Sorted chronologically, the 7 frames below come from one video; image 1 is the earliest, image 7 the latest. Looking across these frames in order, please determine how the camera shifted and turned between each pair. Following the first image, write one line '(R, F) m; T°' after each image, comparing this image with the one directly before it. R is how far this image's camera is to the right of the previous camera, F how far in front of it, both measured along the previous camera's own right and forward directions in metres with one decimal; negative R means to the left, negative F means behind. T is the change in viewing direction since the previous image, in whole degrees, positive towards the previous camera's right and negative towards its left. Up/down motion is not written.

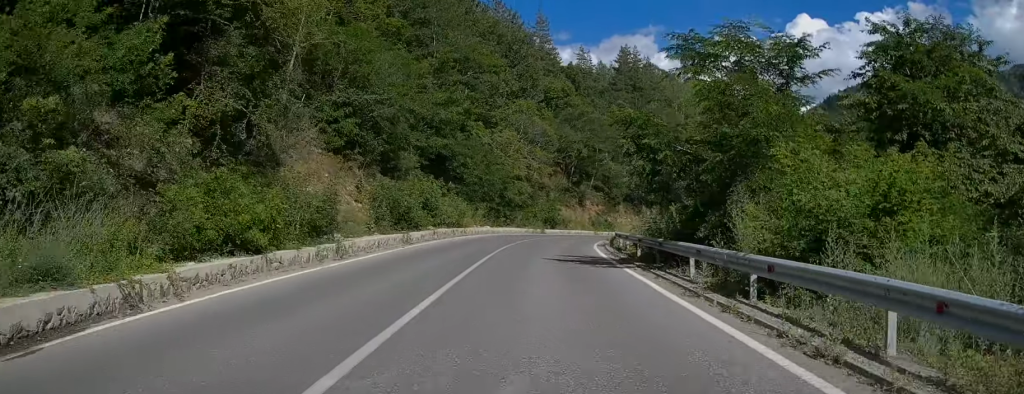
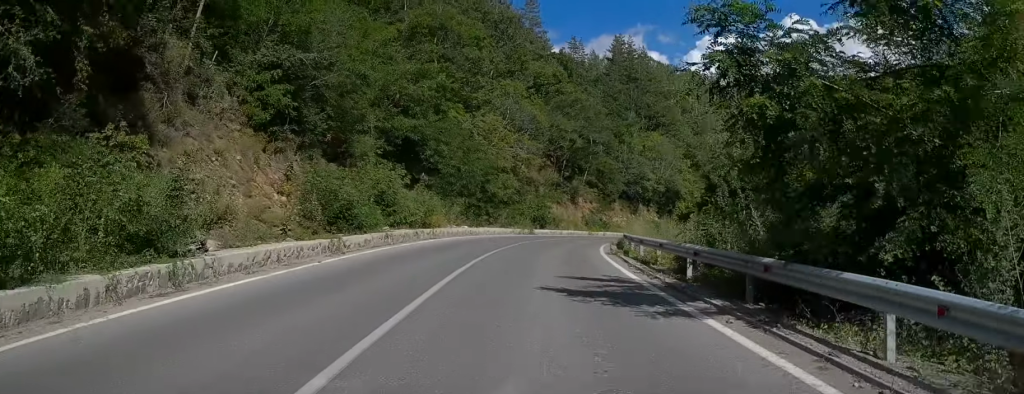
(-0.1, +8.2) m; +1°
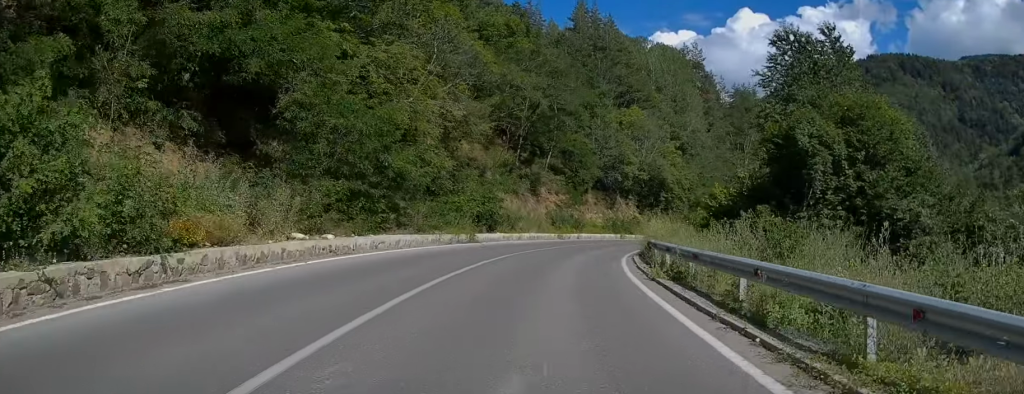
(+0.7, +20.4) m; +5°
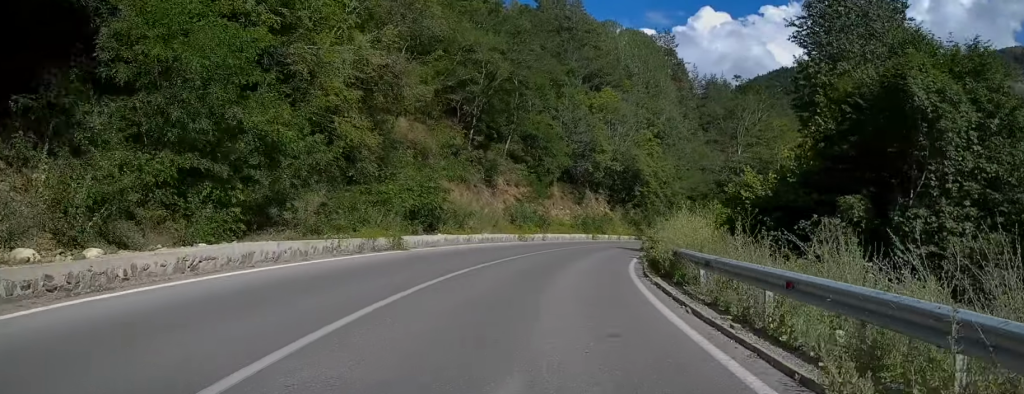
(+0.2, +9.7) m; +3°
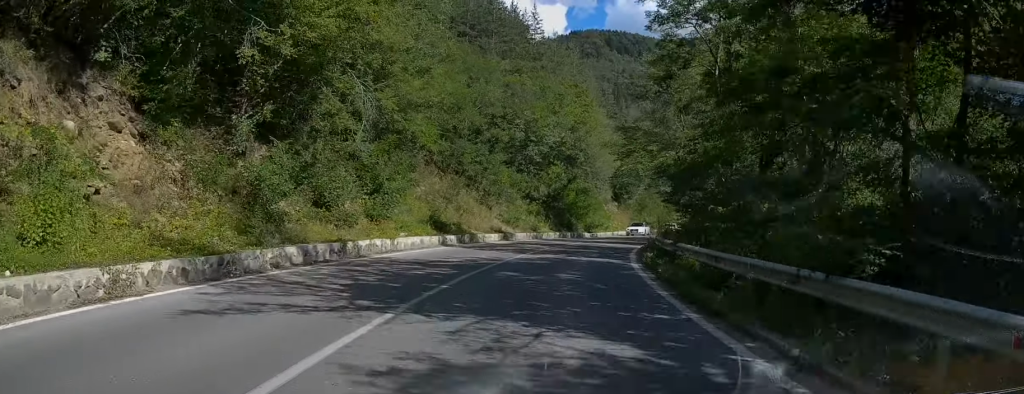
(+10.6, +50.8) m; +24°
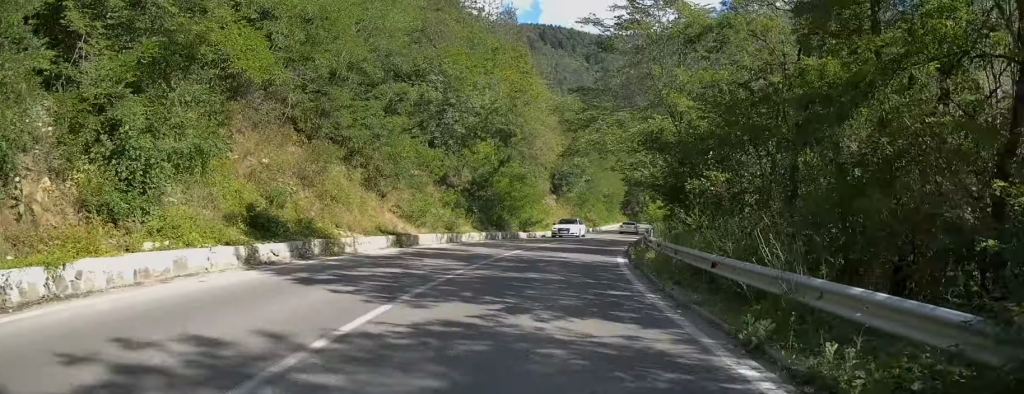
(+1.0, +13.5) m; +5°
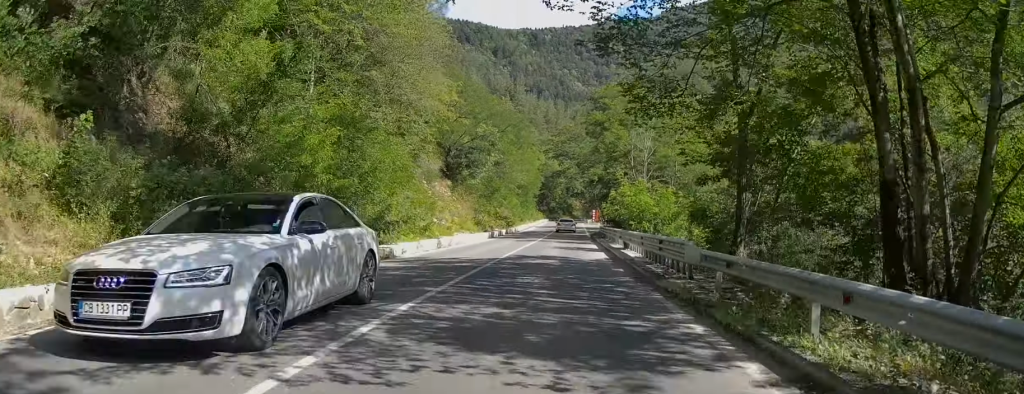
(+1.2, +24.9) m; +6°
